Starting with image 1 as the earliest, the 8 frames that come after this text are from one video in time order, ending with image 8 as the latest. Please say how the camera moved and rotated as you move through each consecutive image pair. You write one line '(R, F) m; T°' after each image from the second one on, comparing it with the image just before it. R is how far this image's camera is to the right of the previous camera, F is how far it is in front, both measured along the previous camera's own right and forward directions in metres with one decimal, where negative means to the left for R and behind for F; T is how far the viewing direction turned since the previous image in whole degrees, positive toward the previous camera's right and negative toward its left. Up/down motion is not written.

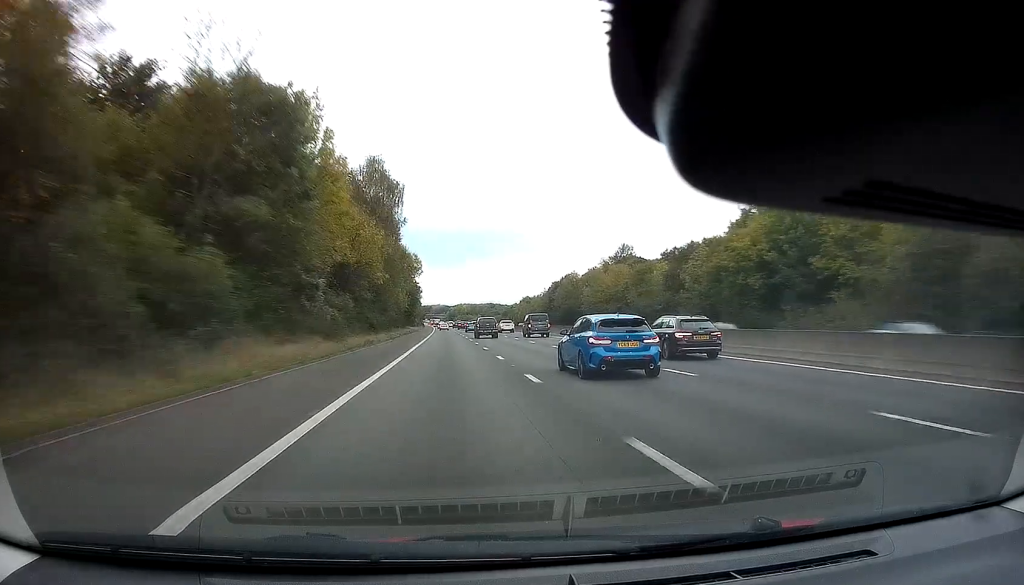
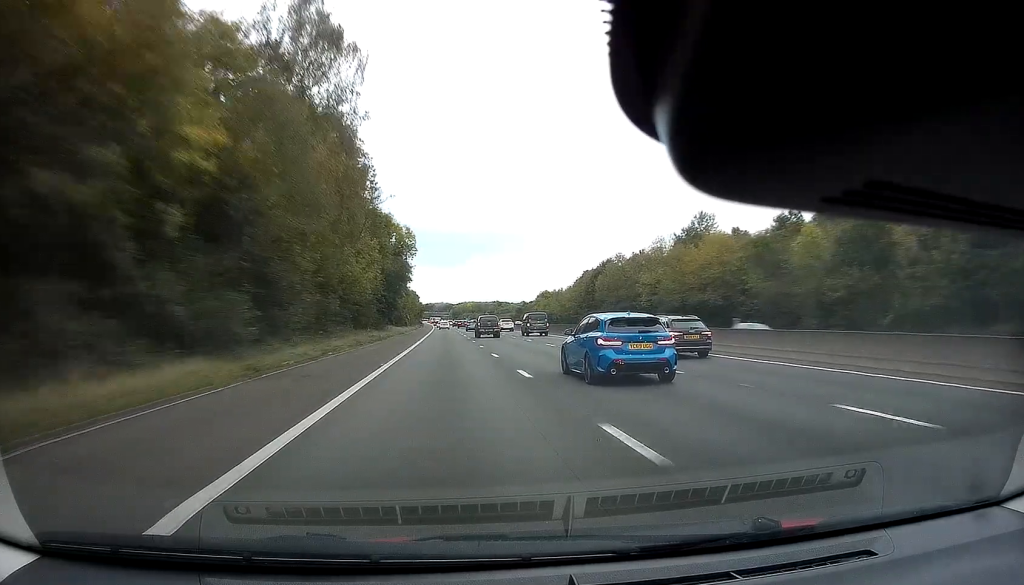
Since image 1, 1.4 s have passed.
(+0.1, +45.1) m; +1°
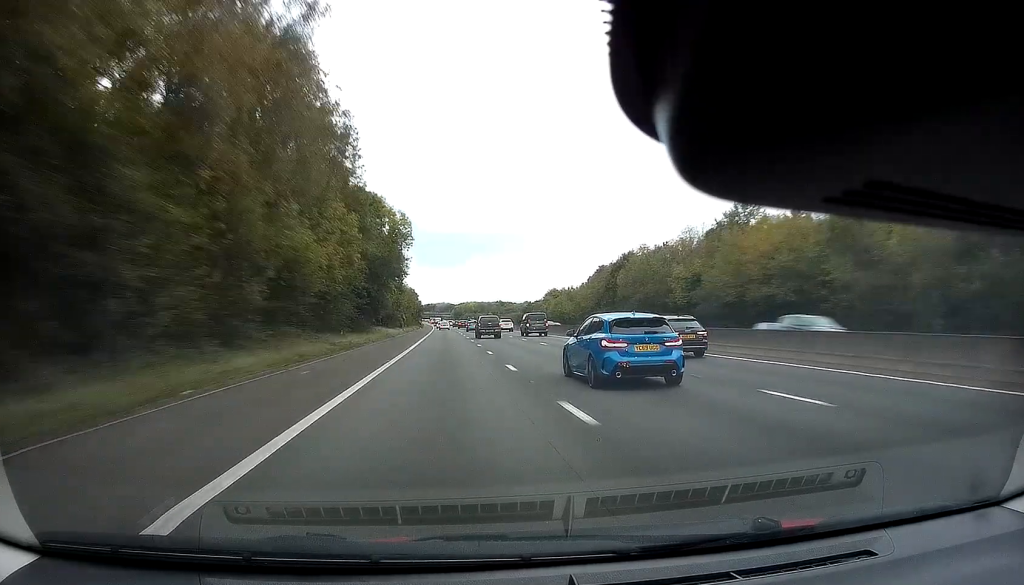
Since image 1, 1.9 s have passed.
(+0.4, +16.1) m; 0°
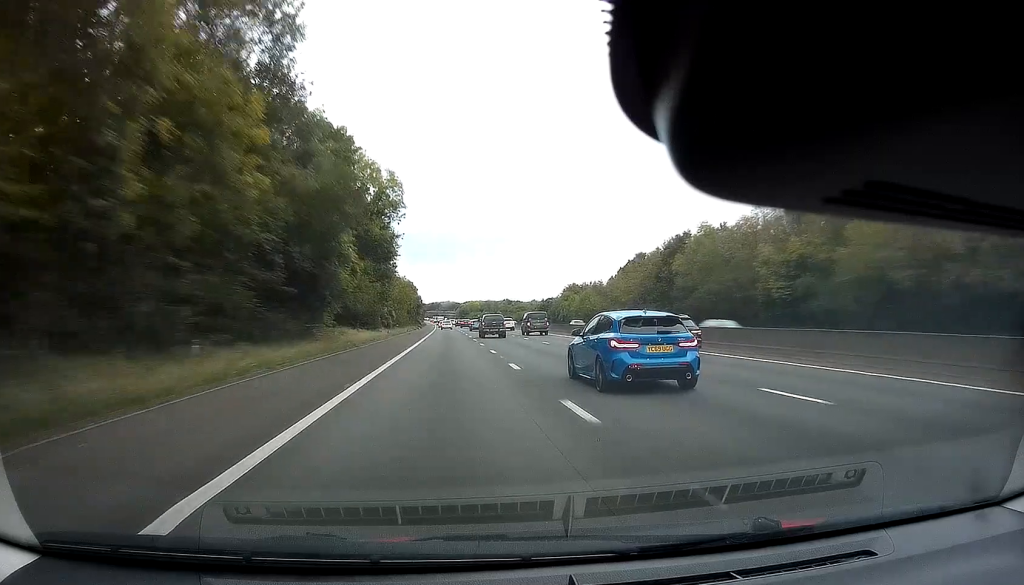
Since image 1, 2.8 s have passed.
(-0.4, +27.9) m; -1°
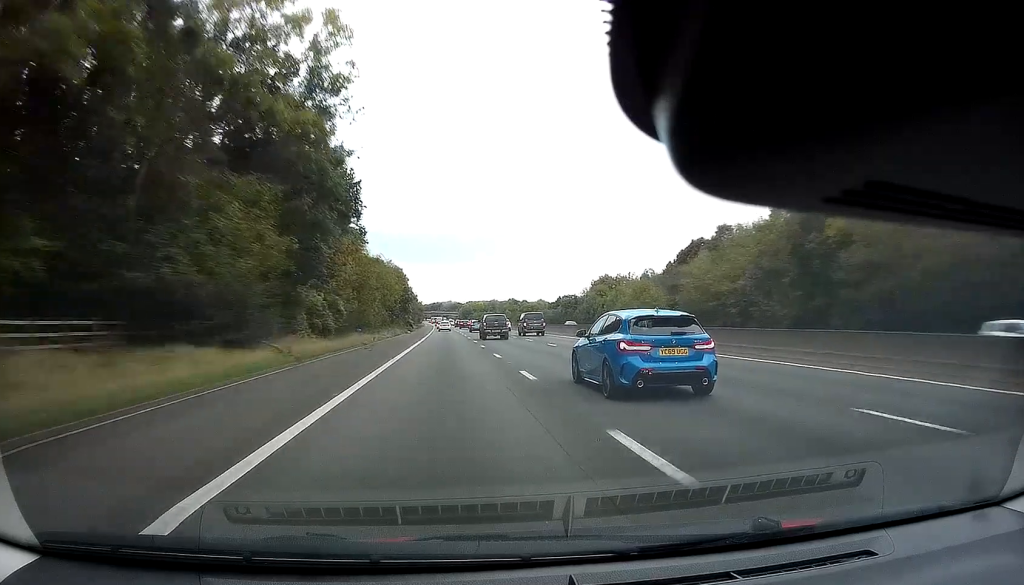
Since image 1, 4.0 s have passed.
(-0.1, +40.6) m; 0°
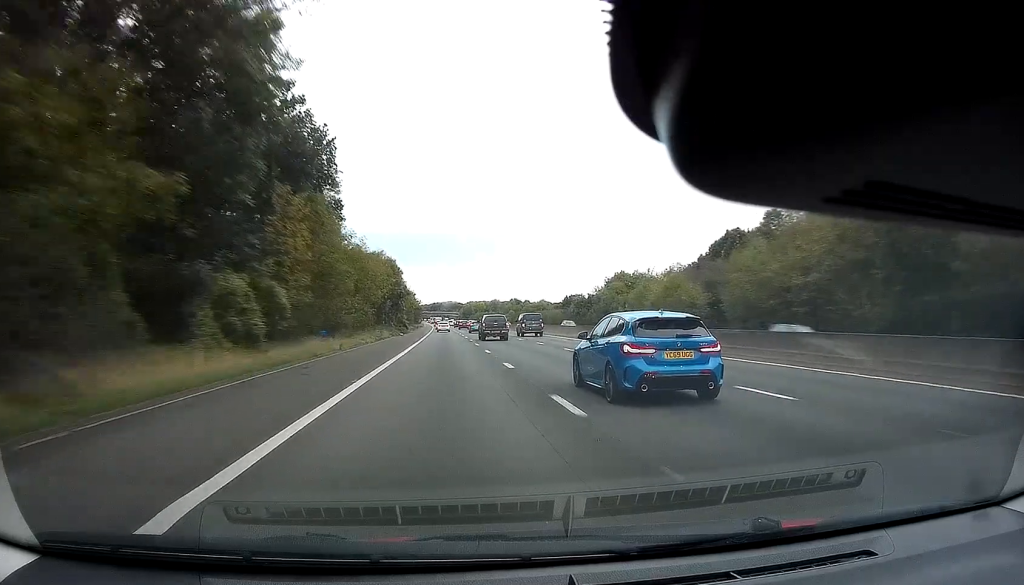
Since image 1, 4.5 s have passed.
(0.0, +14.8) m; 0°
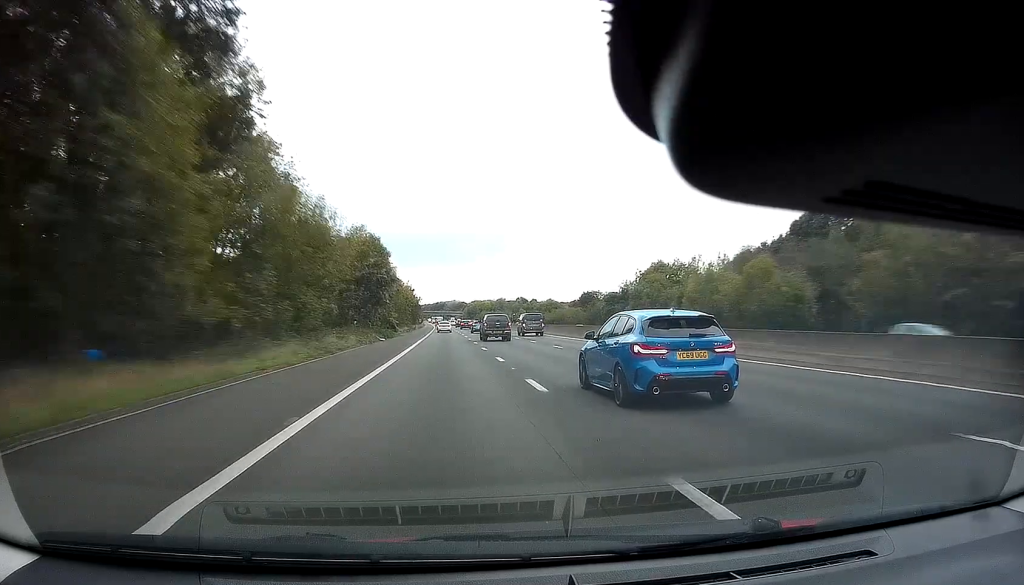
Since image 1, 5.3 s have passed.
(0.0, +25.1) m; 0°
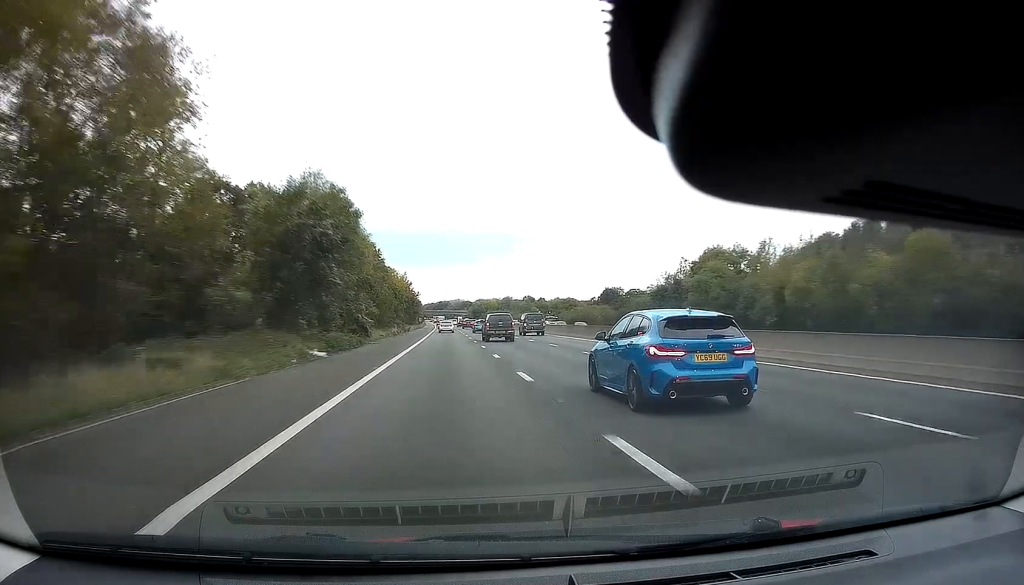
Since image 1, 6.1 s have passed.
(0.0, +25.9) m; 0°
